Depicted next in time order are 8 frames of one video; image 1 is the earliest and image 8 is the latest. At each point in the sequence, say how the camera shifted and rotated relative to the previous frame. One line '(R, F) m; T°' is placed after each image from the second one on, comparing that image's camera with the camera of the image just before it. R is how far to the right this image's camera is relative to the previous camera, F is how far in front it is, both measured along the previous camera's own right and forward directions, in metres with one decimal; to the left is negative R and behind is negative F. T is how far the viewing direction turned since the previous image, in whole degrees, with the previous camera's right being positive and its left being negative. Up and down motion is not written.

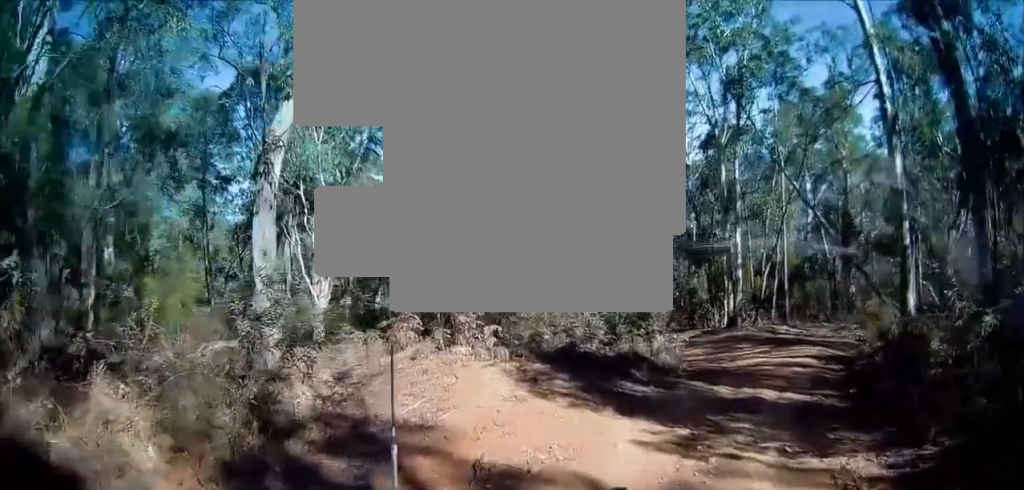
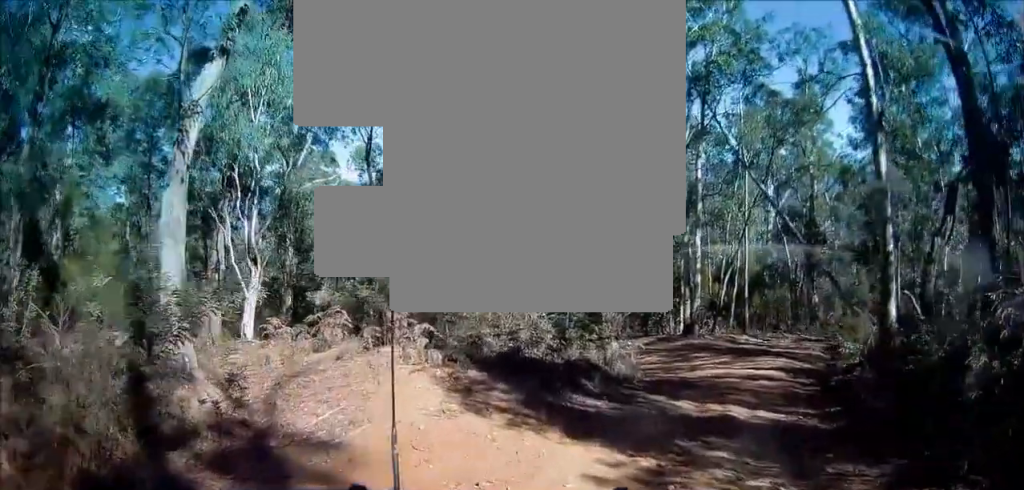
(0.0, +1.6) m; +3°
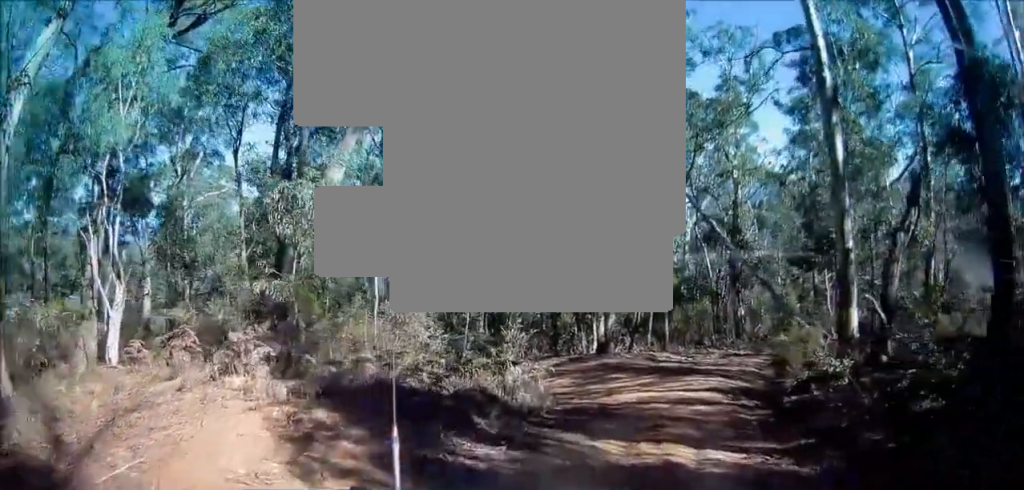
(+0.2, +2.7) m; +10°
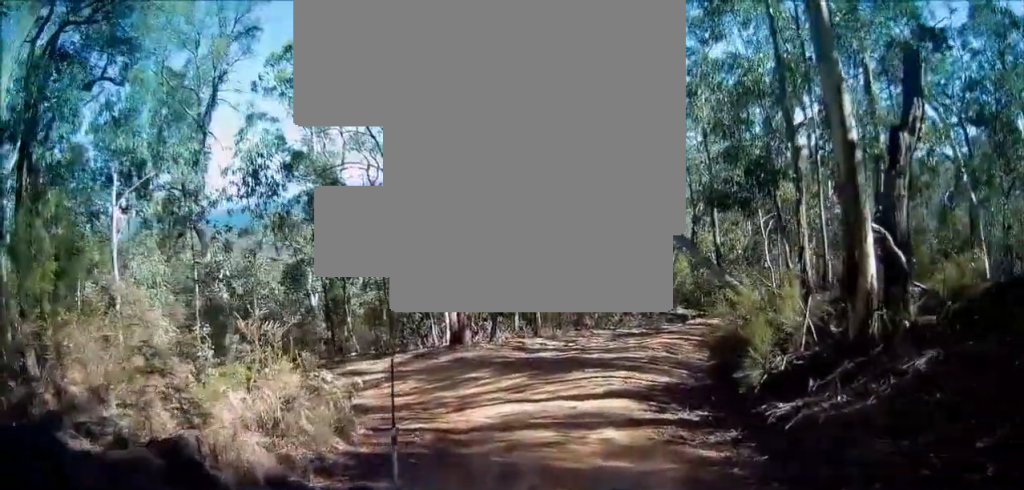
(+1.3, +6.1) m; +21°
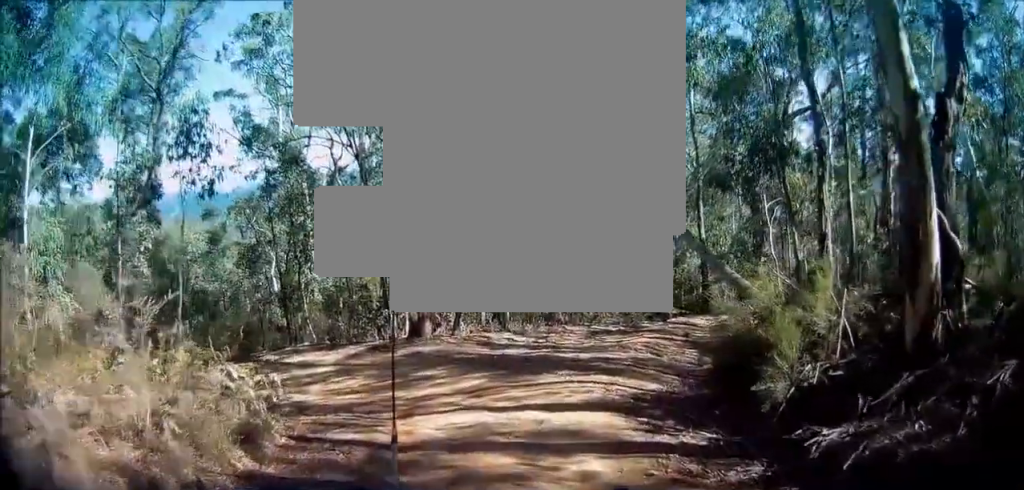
(+0.1, +2.1) m; +3°
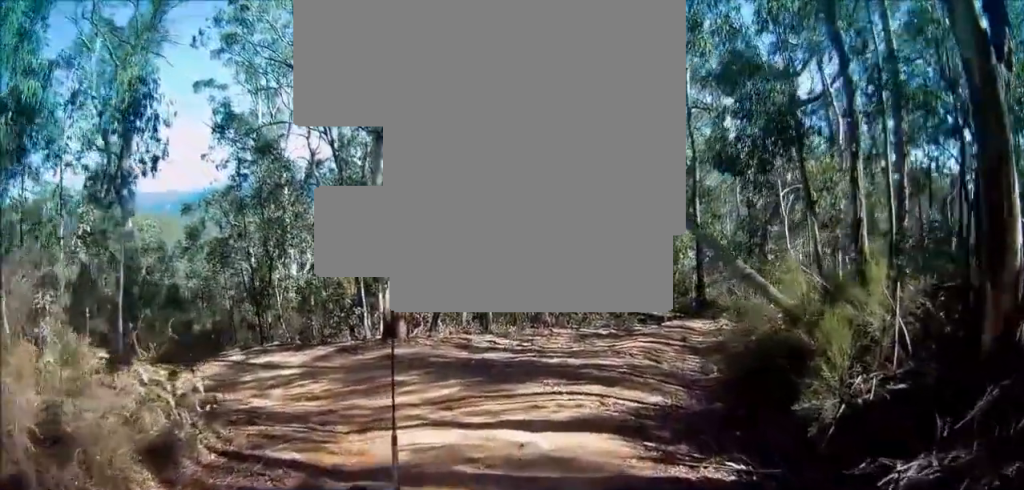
(+0.2, +1.7) m; -2°
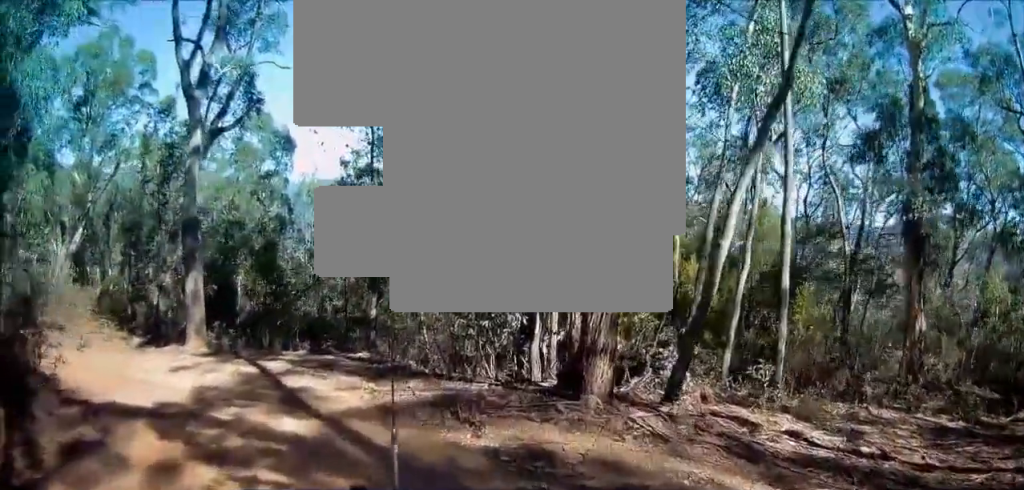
(-2.7, +9.4) m; -27°
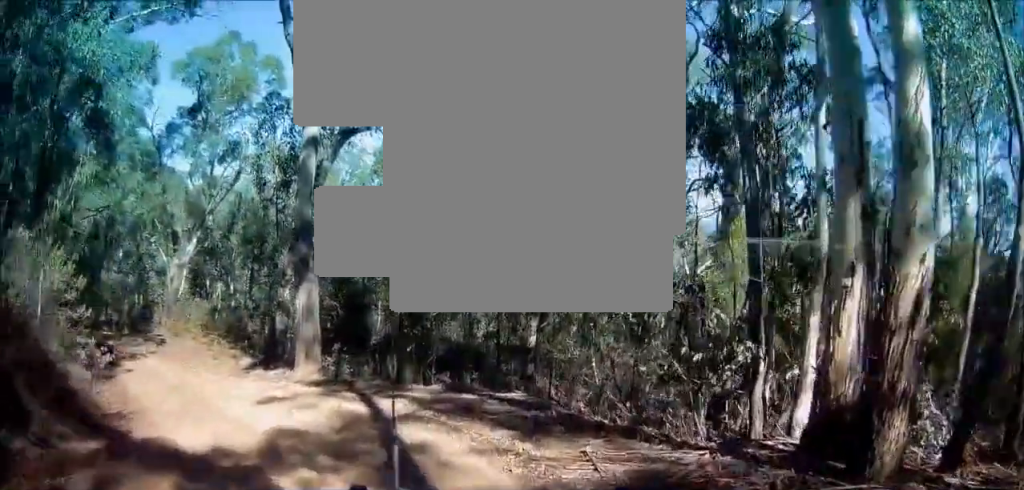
(+0.3, +2.8) m; -8°
